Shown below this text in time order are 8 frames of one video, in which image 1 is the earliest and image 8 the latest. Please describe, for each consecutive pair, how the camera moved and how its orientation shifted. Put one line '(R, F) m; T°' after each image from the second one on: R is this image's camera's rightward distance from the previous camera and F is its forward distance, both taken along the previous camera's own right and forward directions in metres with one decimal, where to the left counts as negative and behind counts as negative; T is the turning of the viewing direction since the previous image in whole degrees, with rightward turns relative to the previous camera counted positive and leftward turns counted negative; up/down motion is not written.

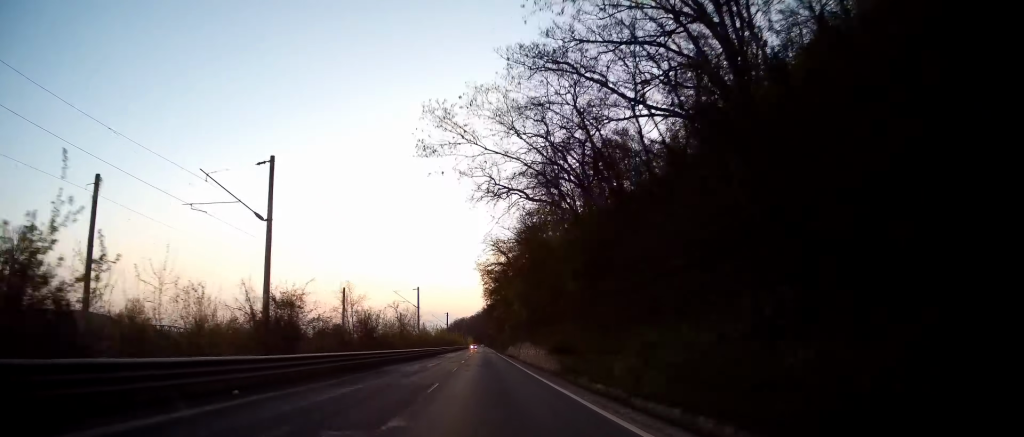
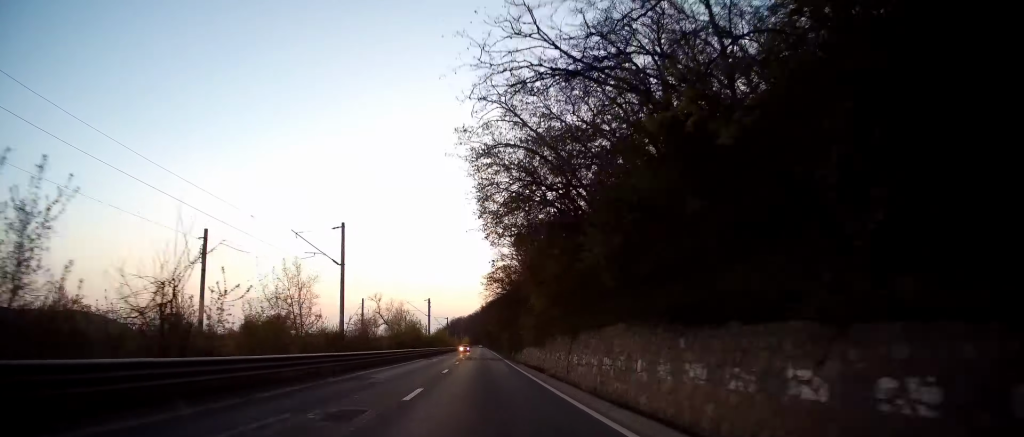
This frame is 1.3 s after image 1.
(-0.4, +37.8) m; 0°
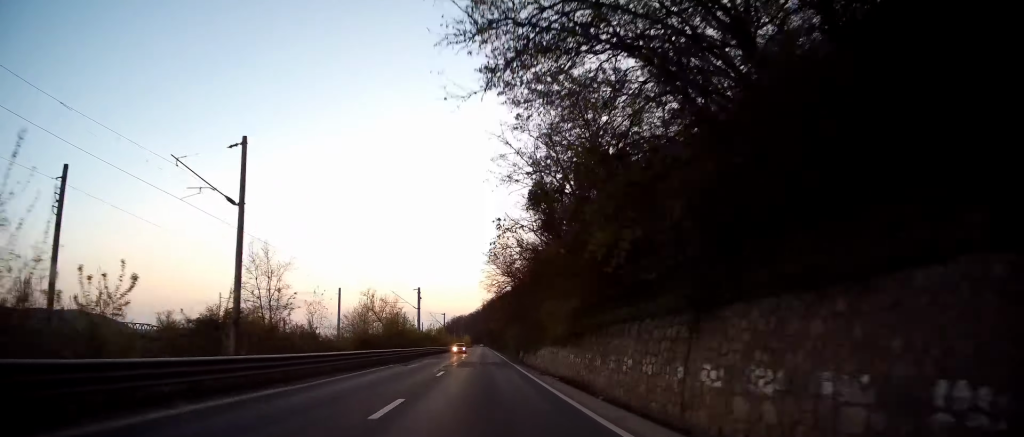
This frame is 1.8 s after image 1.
(+0.2, +14.9) m; +1°
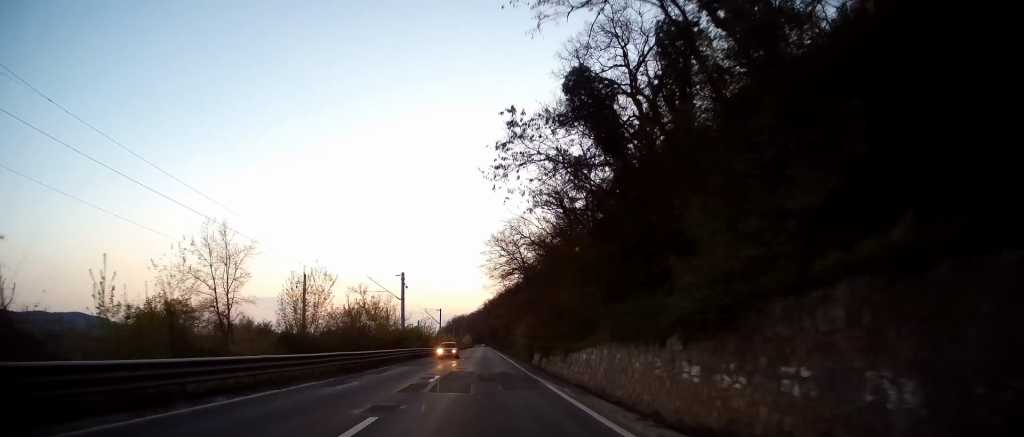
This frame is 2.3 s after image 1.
(+0.1, +14.9) m; 0°
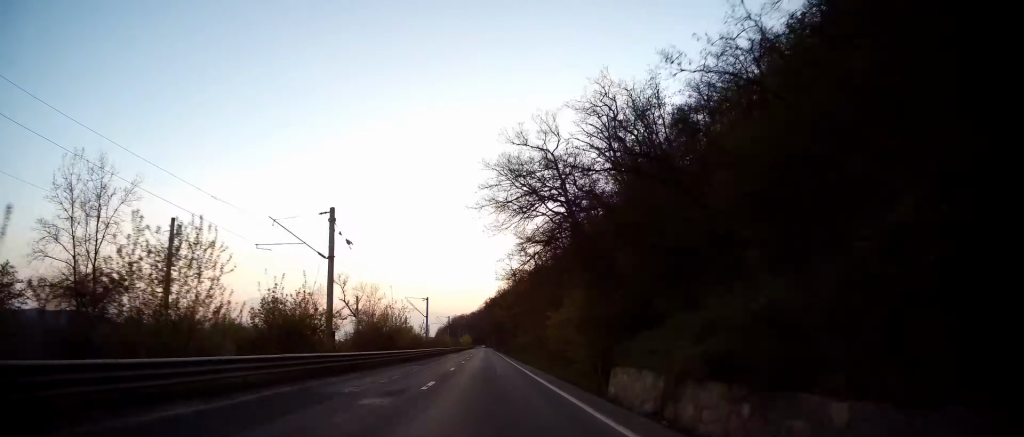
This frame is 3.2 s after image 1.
(-0.1, +26.7) m; -1°
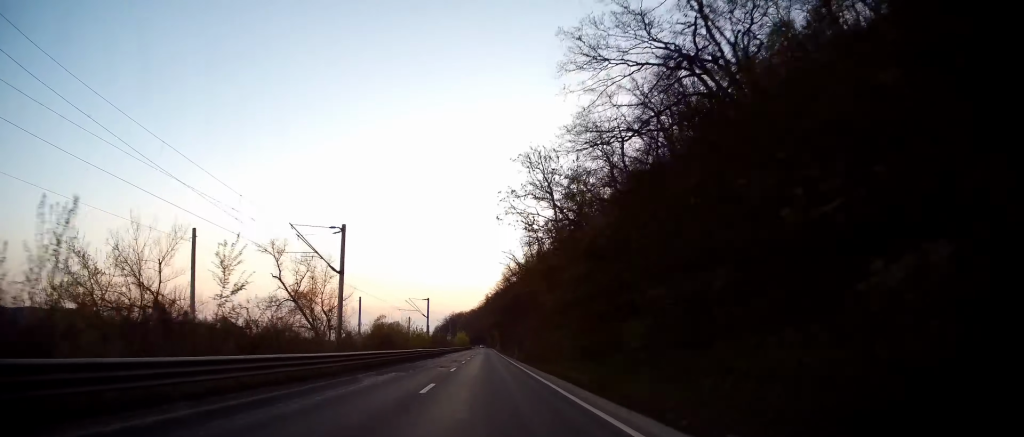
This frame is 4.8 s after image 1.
(0.0, +48.3) m; 0°
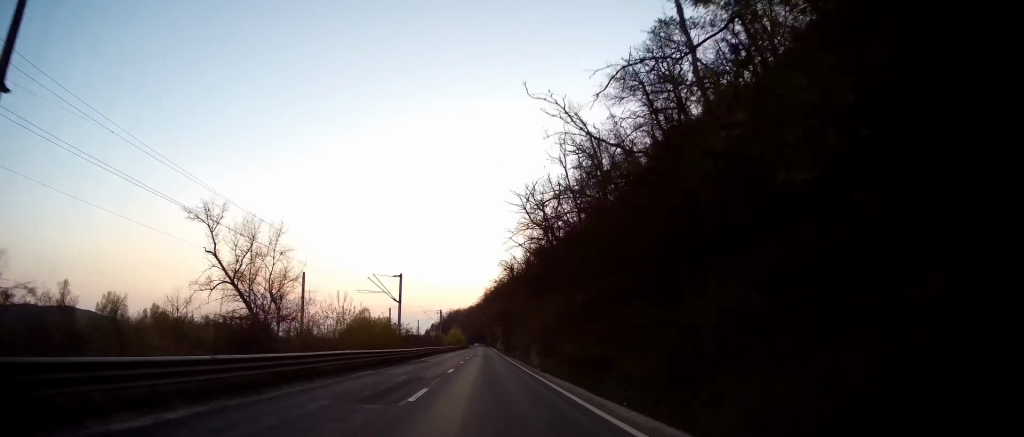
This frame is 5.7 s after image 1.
(-0.3, +25.7) m; 0°
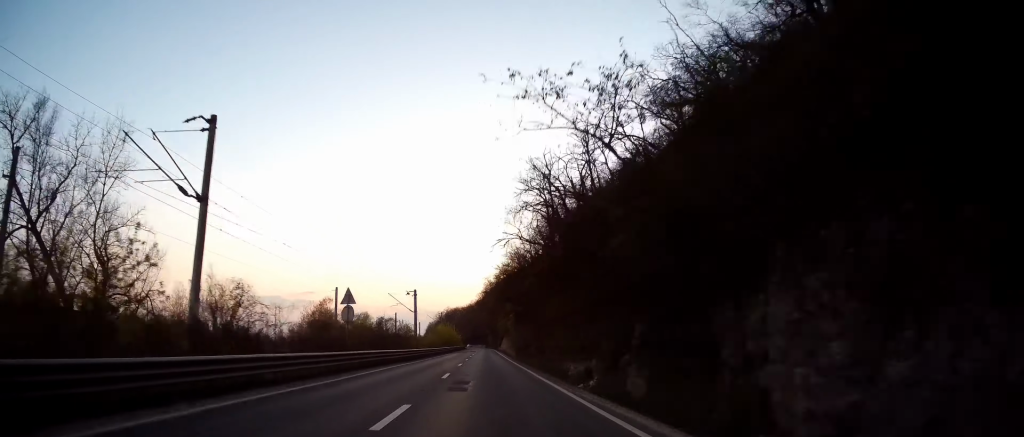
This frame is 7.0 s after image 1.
(+0.4, +39.5) m; +1°
